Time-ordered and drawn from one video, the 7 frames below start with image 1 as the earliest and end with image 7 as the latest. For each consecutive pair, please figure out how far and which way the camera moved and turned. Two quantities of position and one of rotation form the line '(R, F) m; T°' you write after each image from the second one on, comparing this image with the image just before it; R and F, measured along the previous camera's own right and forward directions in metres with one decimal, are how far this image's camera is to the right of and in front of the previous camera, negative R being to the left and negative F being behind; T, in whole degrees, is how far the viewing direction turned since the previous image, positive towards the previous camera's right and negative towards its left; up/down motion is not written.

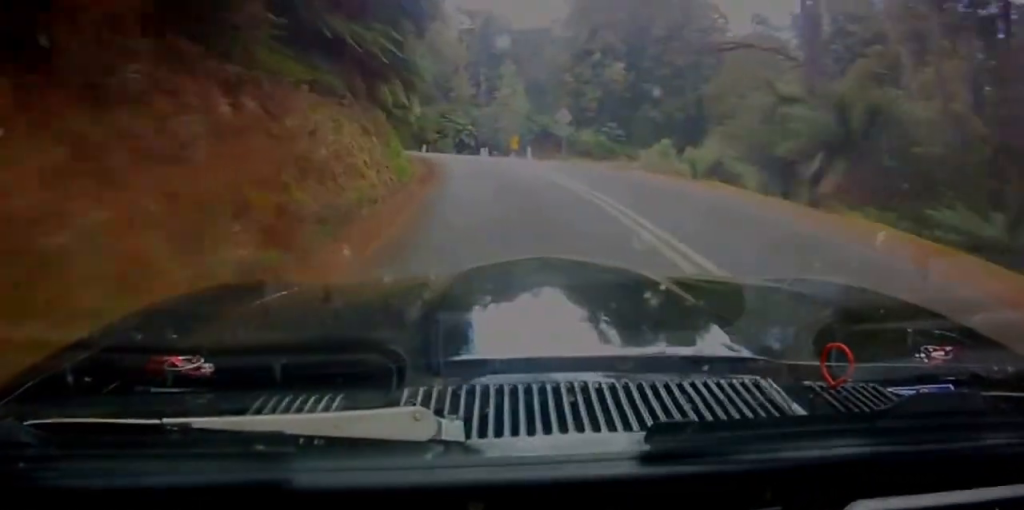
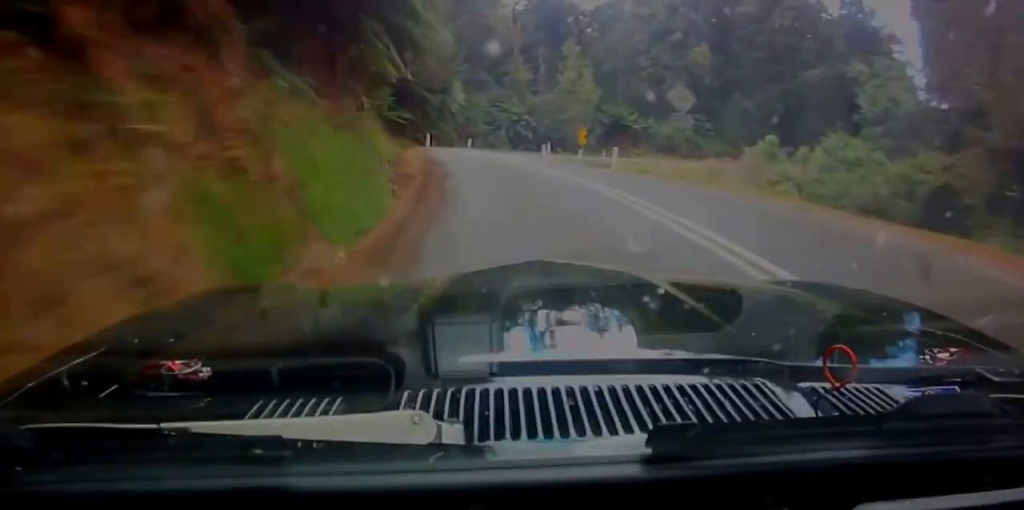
(0.0, +10.9) m; 0°
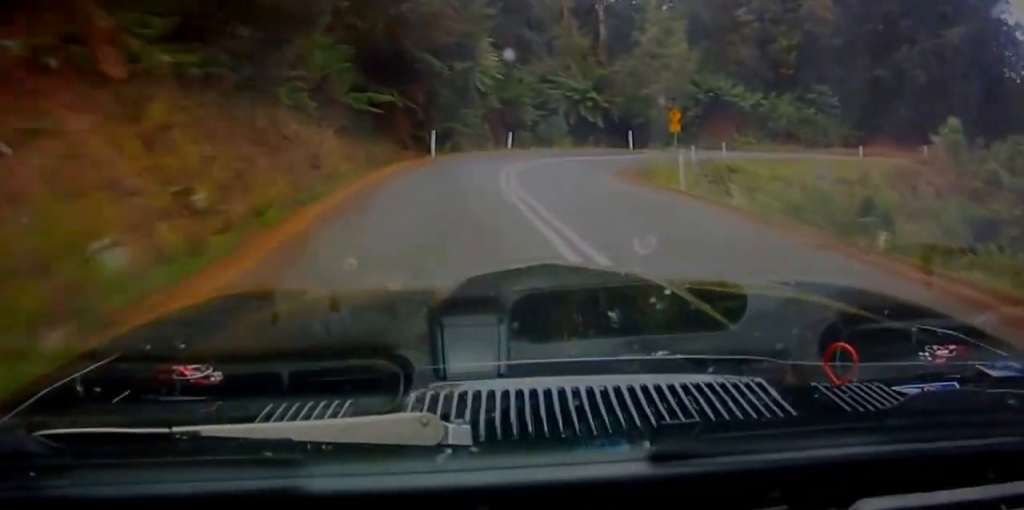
(0.0, +18.4) m; 0°
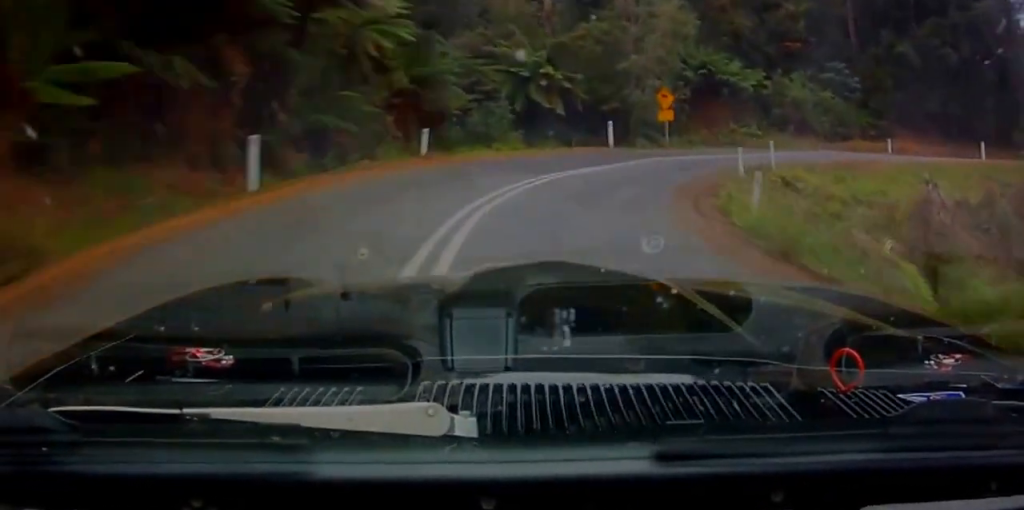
(0.0, +14.6) m; 0°
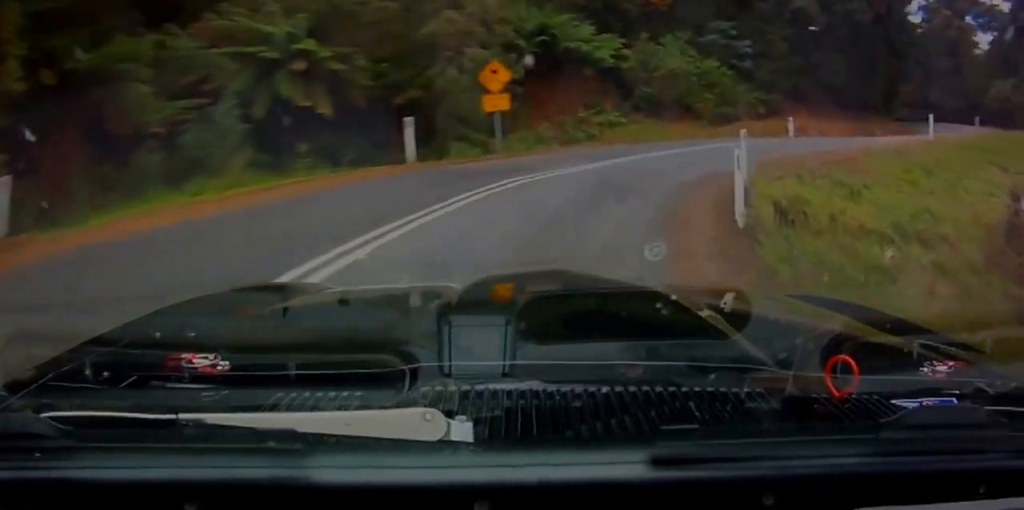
(0.0, +12.9) m; 0°
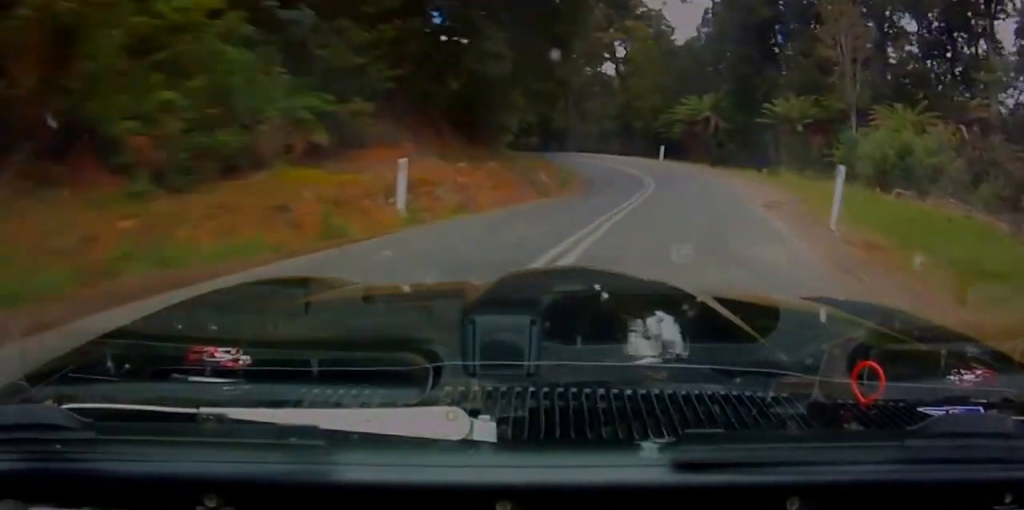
(+0.4, +22.7) m; +3°
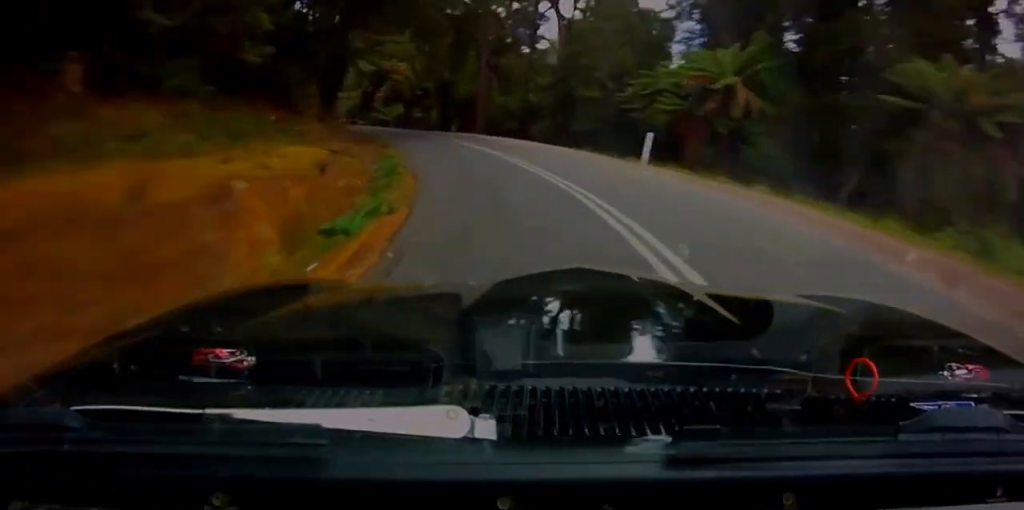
(+0.7, +23.5) m; +2°
